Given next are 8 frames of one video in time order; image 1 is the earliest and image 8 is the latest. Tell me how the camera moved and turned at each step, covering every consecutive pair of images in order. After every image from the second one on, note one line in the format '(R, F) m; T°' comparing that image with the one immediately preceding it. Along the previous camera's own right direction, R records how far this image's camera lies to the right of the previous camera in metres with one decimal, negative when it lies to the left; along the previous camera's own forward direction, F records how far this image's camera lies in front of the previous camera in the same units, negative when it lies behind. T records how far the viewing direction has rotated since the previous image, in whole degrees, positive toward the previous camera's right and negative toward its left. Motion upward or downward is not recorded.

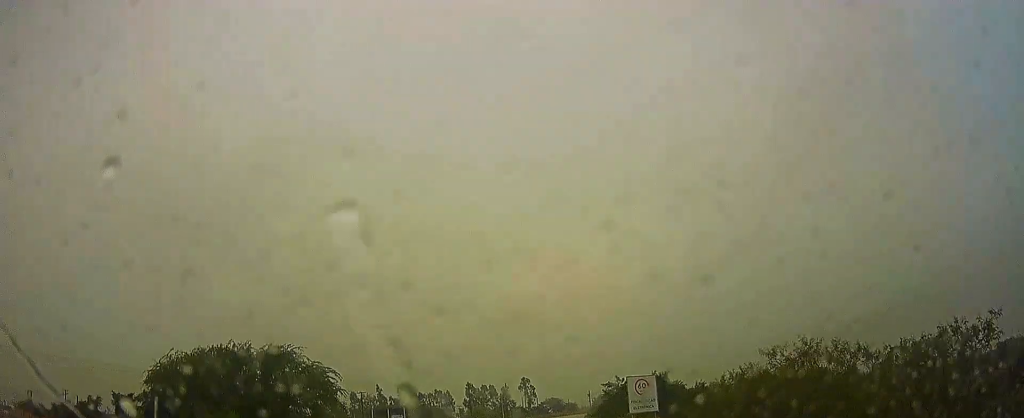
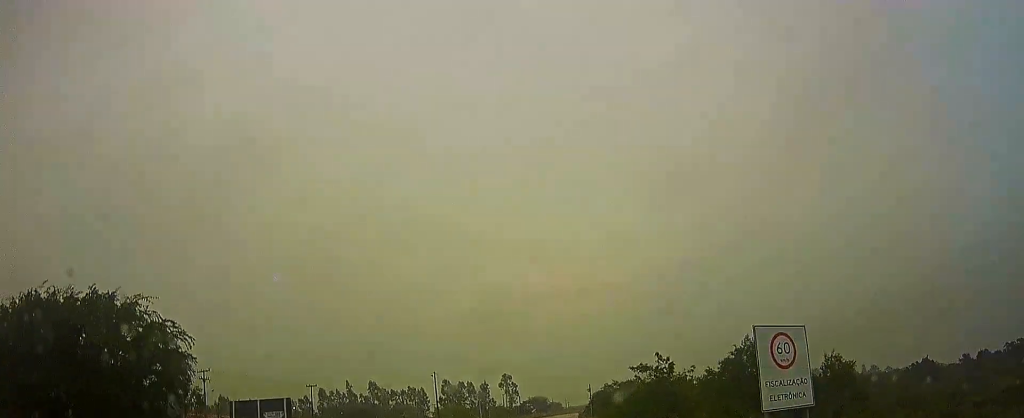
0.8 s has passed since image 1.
(-0.1, +22.4) m; +2°
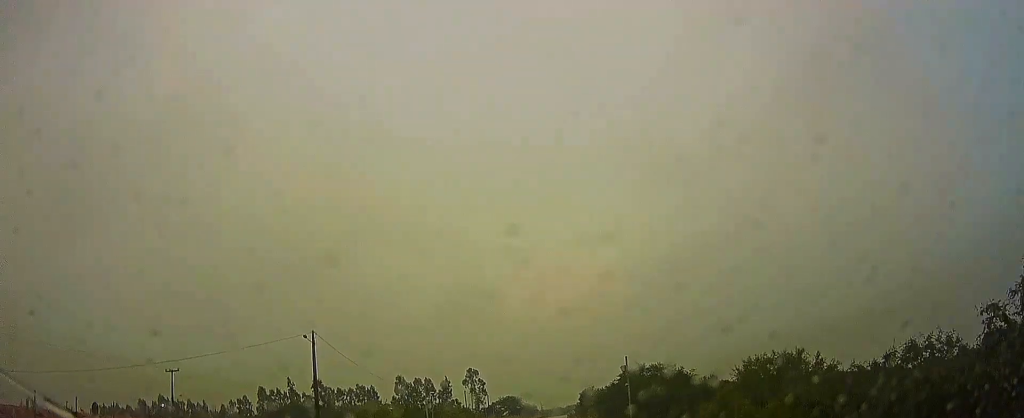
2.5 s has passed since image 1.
(+2.0, +43.1) m; +3°
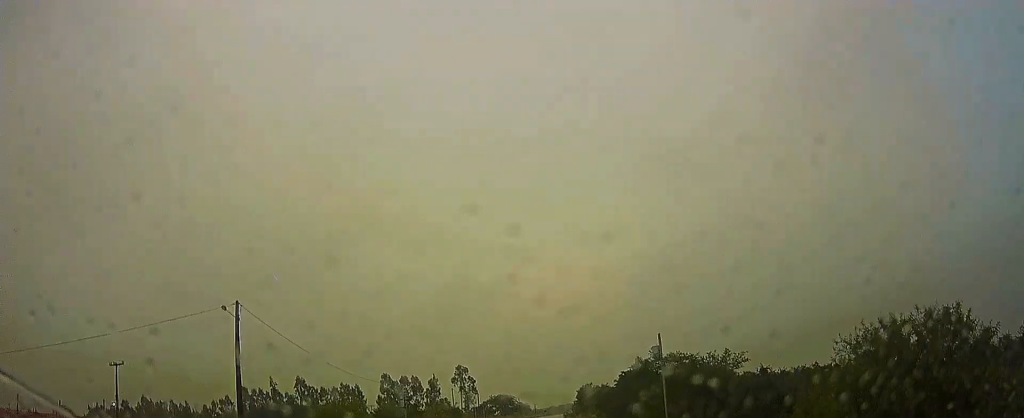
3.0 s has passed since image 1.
(0.0, +11.7) m; +1°
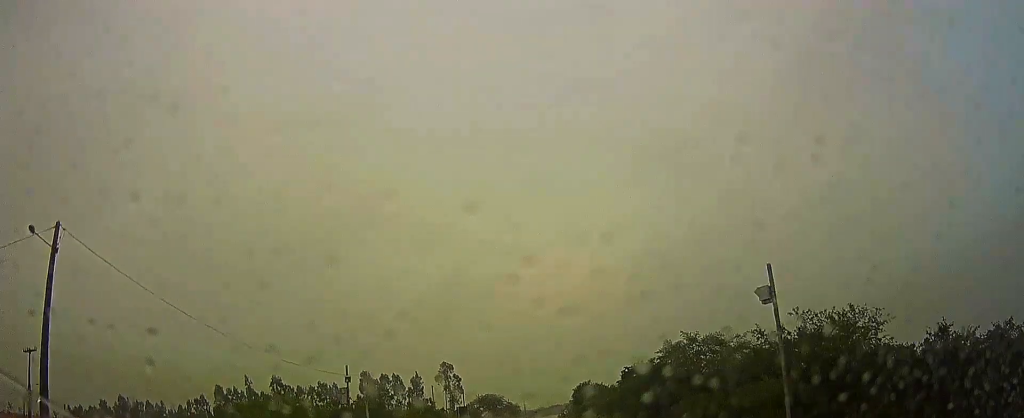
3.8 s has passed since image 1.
(+0.1, +15.8) m; +2°
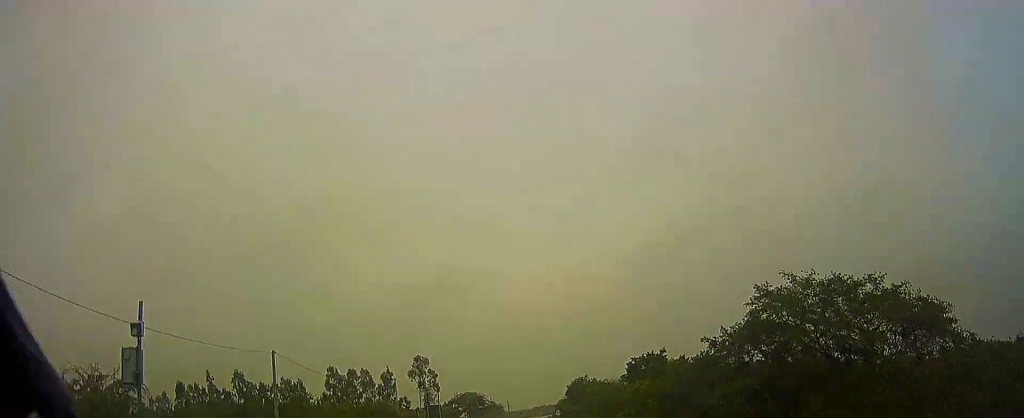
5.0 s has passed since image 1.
(+0.7, +20.0) m; +1°
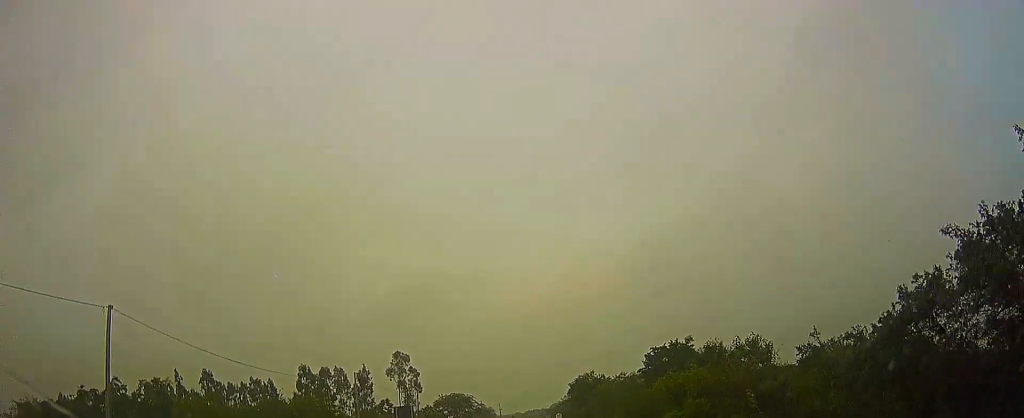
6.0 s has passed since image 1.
(-0.1, +15.9) m; 0°
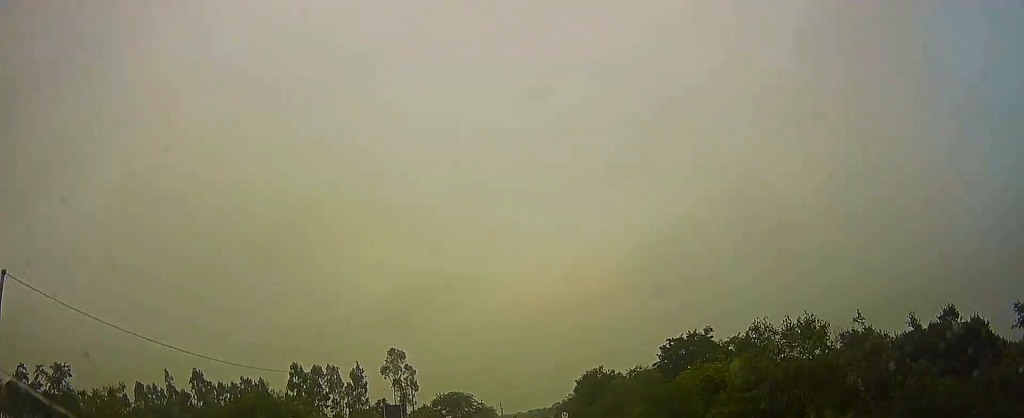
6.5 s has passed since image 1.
(+0.2, +6.3) m; 0°
